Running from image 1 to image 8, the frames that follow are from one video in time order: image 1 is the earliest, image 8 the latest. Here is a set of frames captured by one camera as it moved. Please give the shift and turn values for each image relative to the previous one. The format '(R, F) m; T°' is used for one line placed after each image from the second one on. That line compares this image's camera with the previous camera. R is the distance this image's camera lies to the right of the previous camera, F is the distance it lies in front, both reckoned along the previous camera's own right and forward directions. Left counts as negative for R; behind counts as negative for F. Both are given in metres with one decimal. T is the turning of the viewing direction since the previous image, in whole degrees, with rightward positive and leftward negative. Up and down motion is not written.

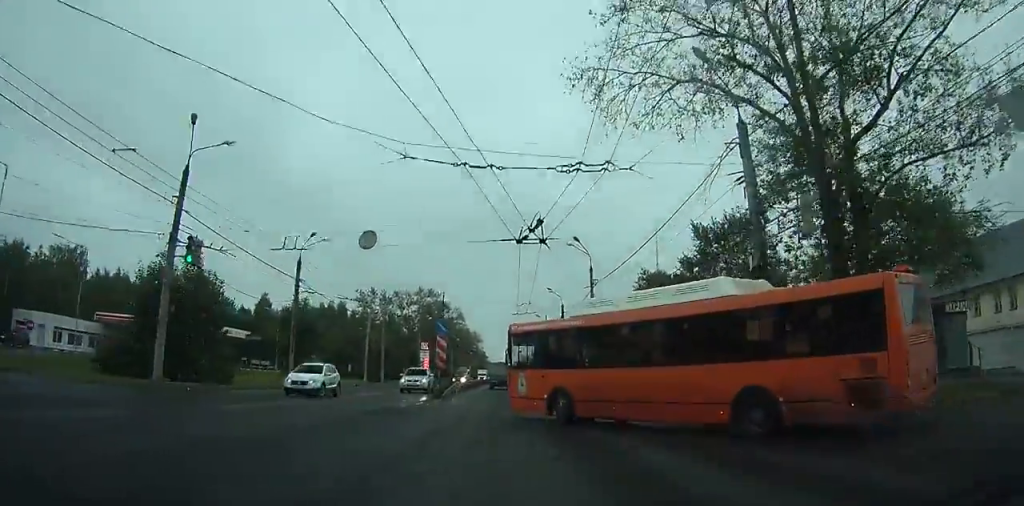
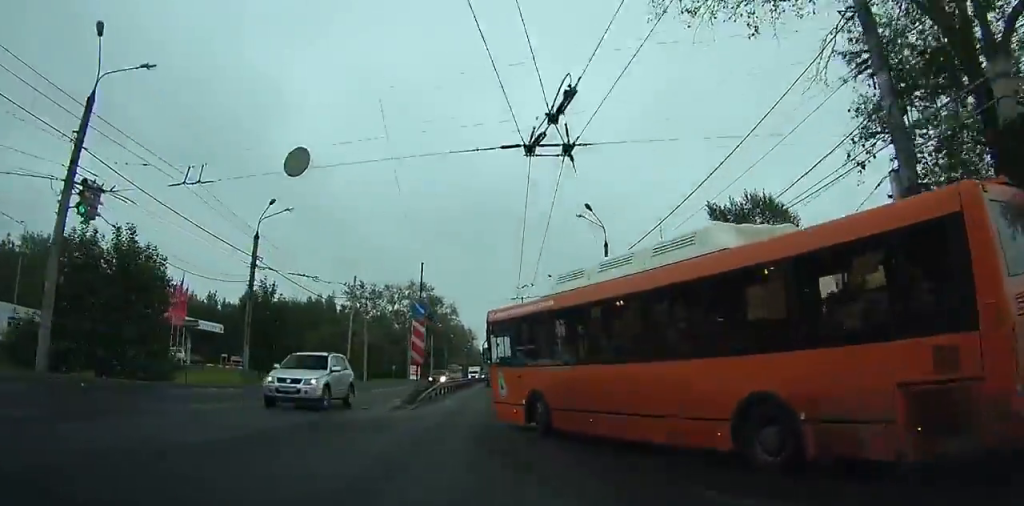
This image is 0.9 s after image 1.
(0.0, +9.6) m; 0°
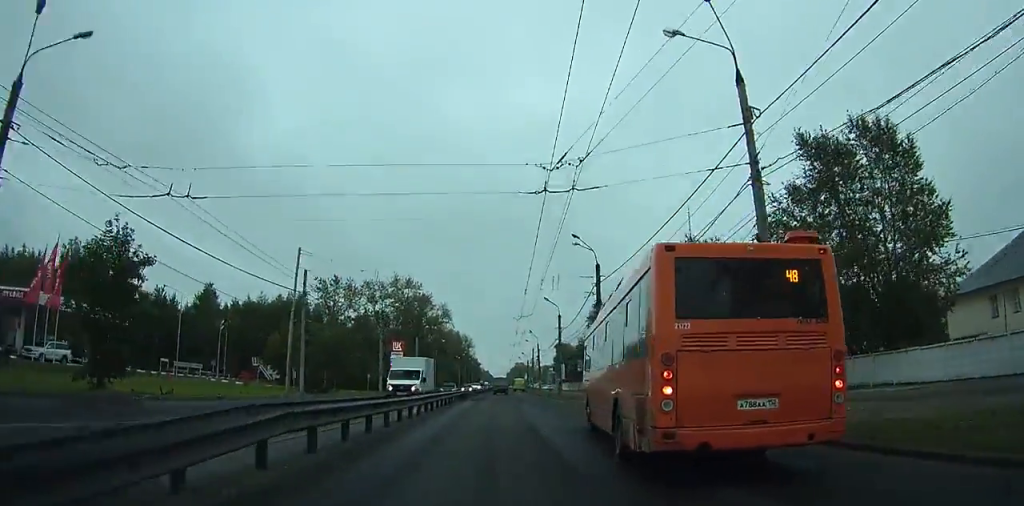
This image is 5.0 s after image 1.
(+0.1, +37.6) m; +3°
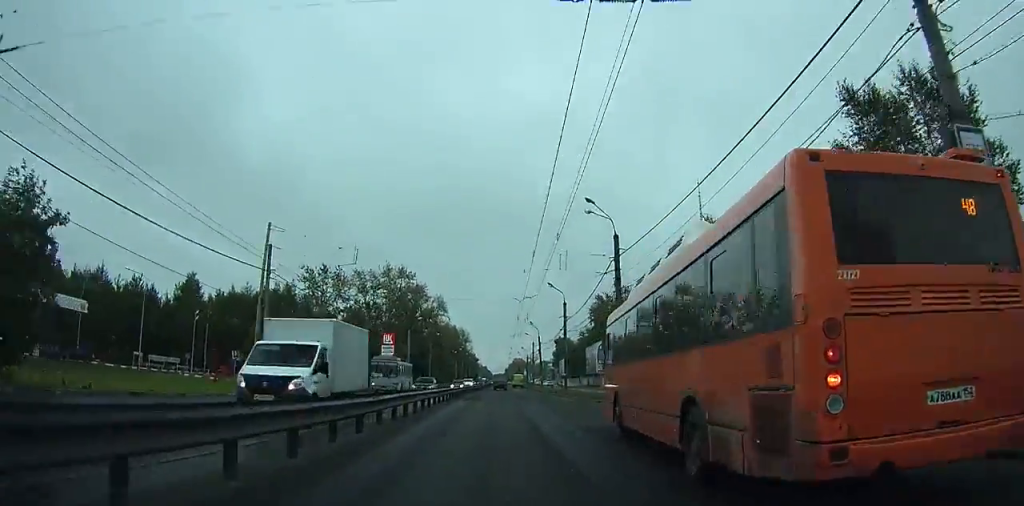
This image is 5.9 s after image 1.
(+0.2, +7.0) m; +1°
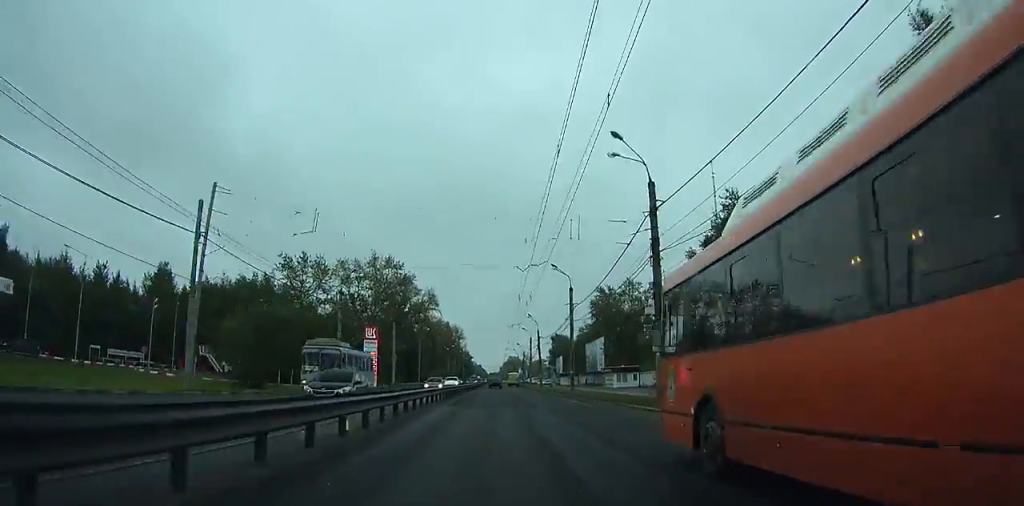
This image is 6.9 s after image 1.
(+0.1, +8.1) m; +1°
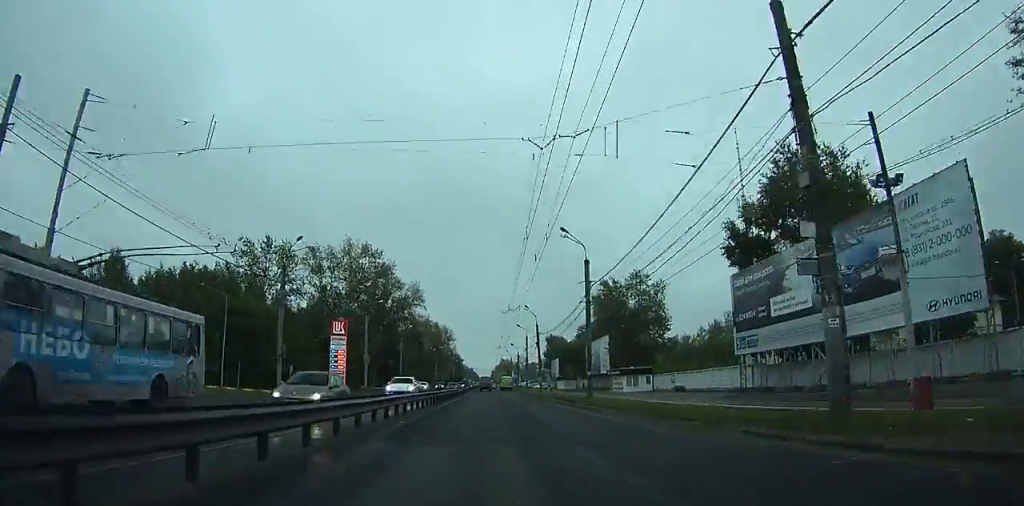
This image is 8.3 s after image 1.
(+0.2, +12.2) m; 0°
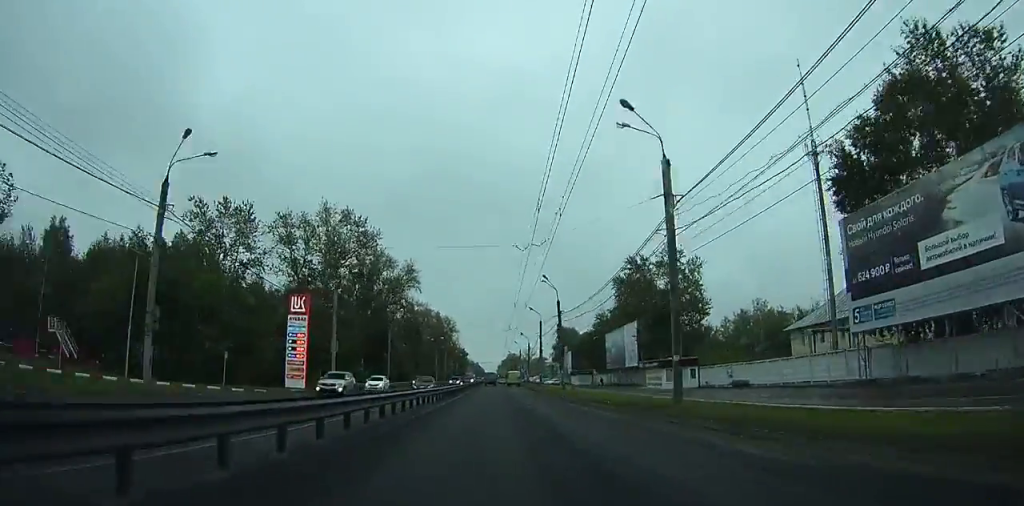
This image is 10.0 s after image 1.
(-0.1, +15.6) m; 0°
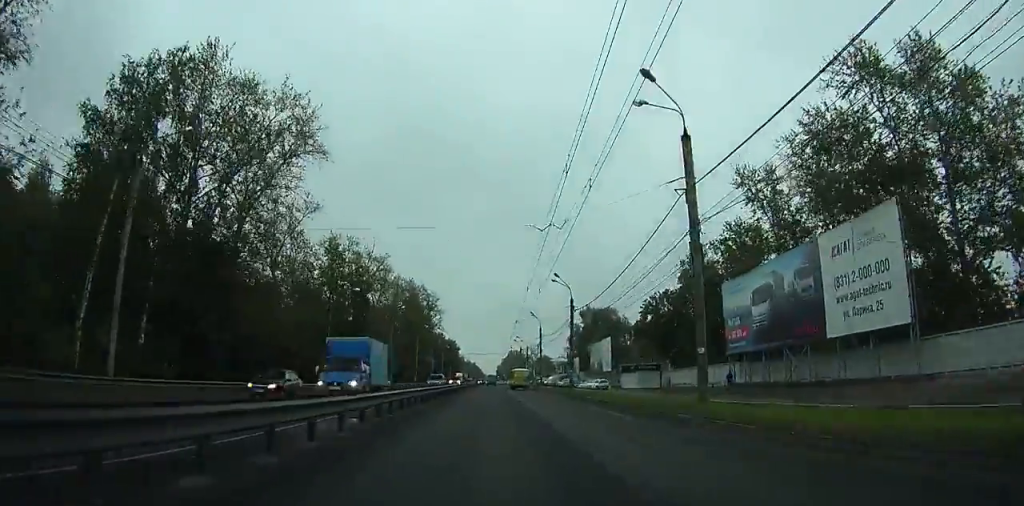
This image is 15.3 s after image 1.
(-0.2, +58.3) m; 0°
